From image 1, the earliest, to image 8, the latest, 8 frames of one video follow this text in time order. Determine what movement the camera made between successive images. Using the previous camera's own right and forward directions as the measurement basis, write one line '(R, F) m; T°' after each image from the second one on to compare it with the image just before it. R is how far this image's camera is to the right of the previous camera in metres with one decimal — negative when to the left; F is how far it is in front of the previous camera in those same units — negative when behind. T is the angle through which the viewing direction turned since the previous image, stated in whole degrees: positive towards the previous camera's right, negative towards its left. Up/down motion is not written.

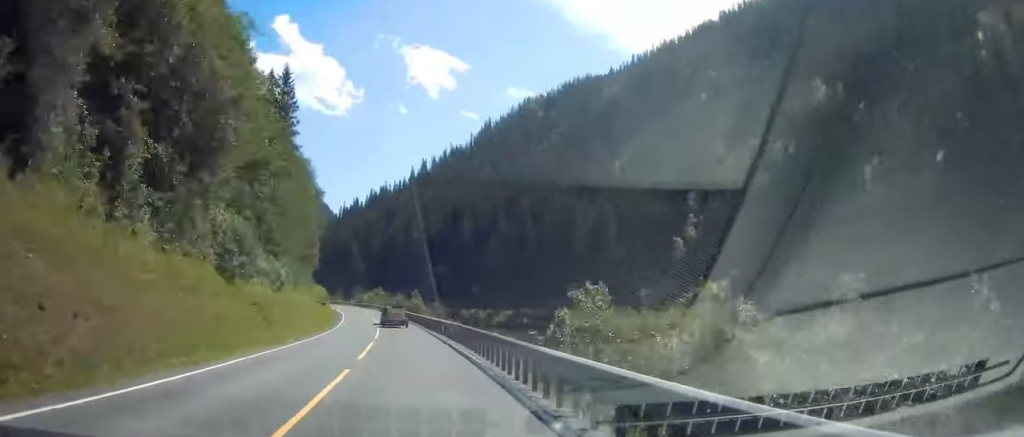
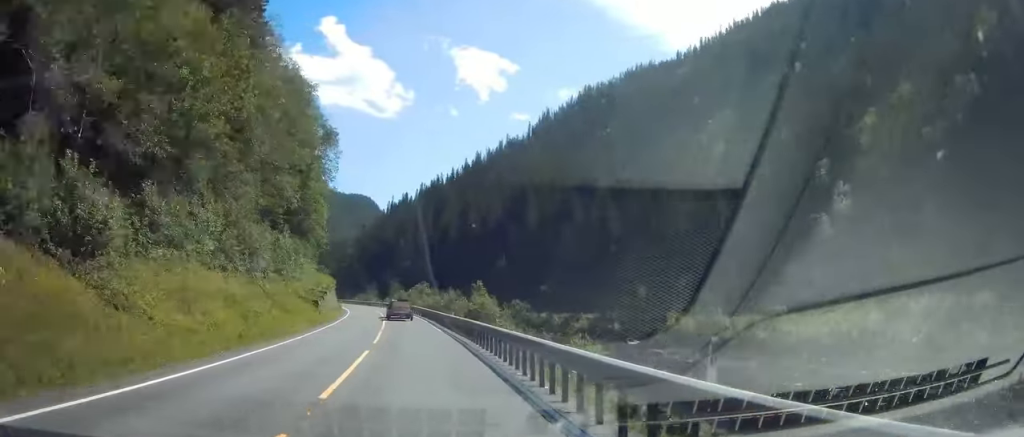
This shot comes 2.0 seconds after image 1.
(-1.2, +45.7) m; -2°
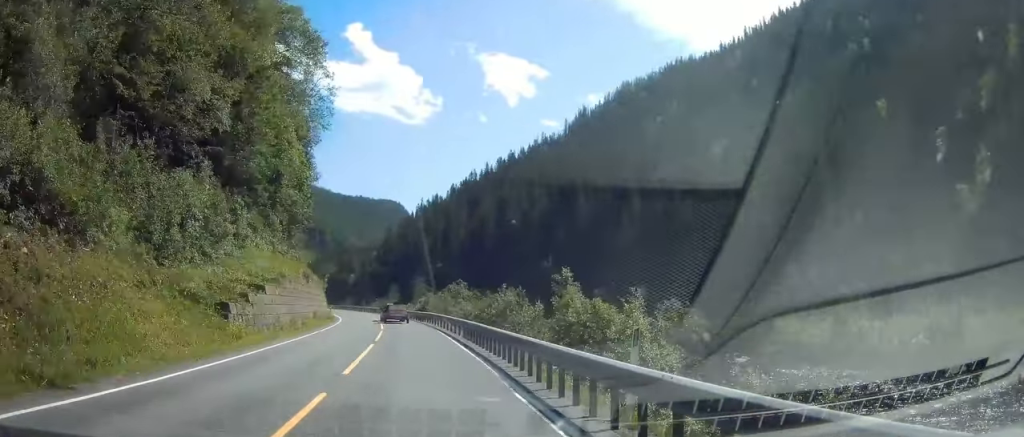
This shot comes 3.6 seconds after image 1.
(-0.2, +32.8) m; -2°
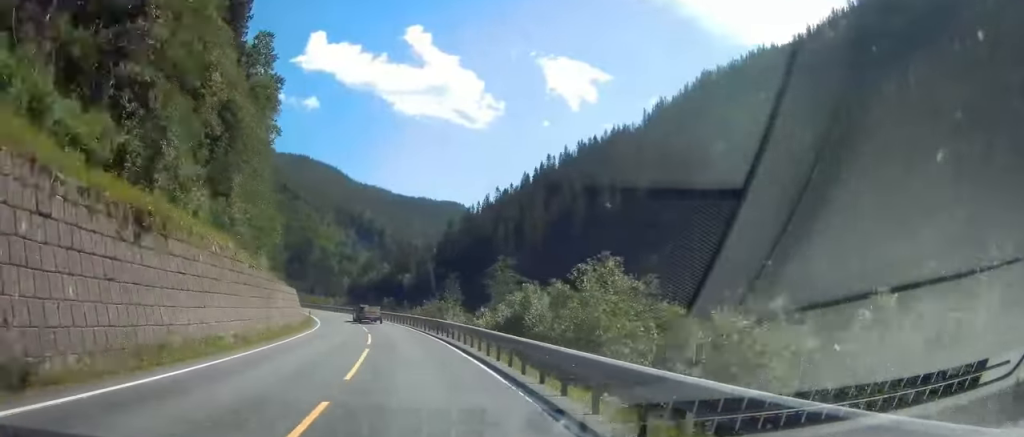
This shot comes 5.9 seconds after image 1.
(-2.6, +50.9) m; -7°
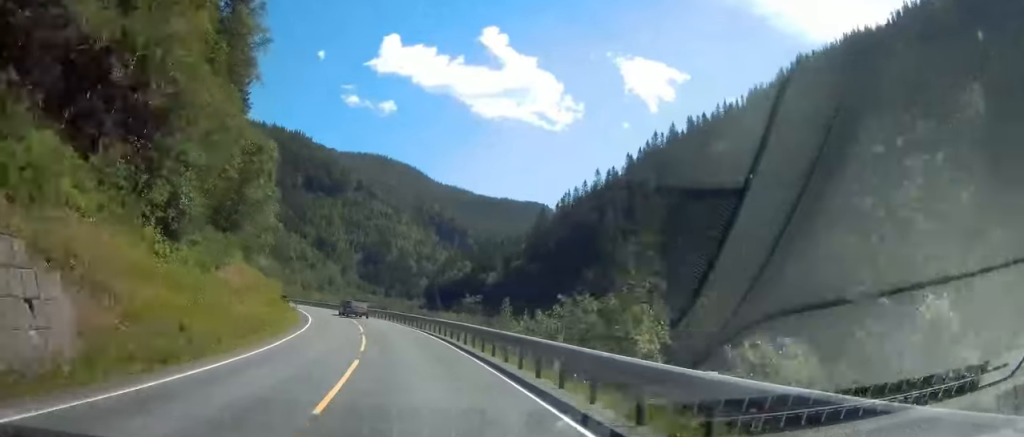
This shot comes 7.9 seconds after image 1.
(-2.1, +42.1) m; -6°
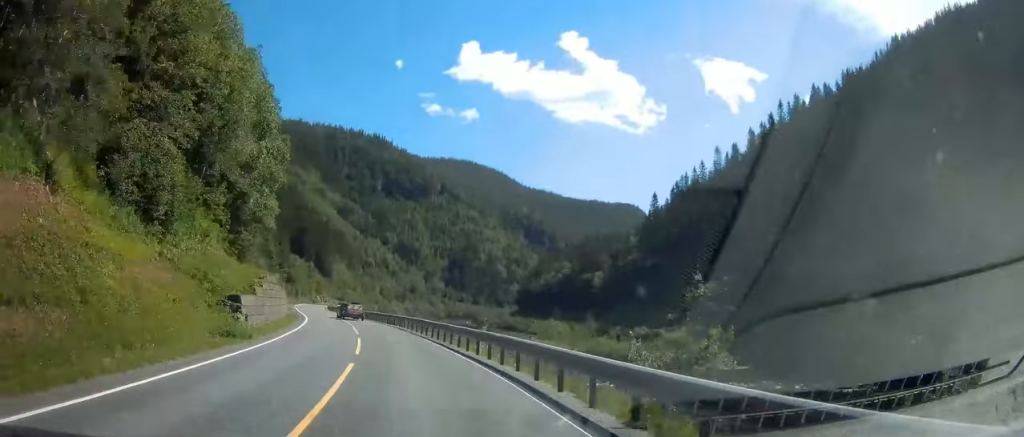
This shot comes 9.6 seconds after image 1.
(-1.8, +35.3) m; -6°
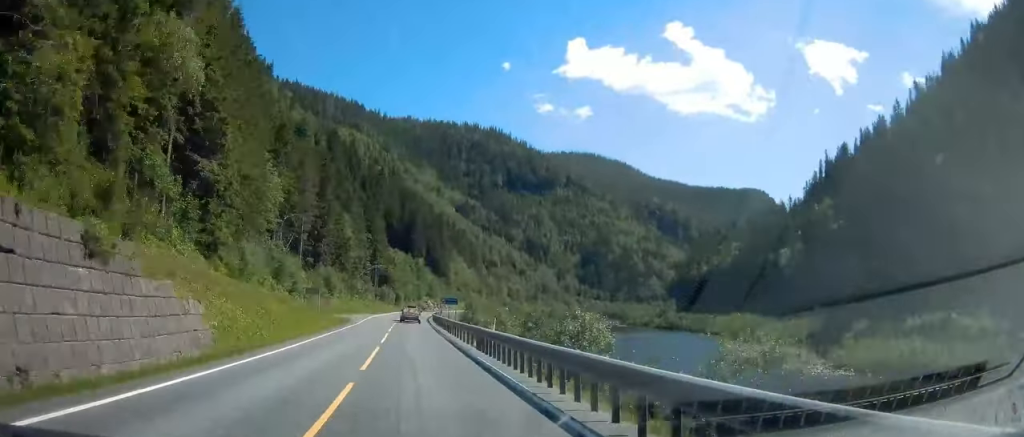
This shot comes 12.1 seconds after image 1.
(-4.1, +50.3) m; -9°
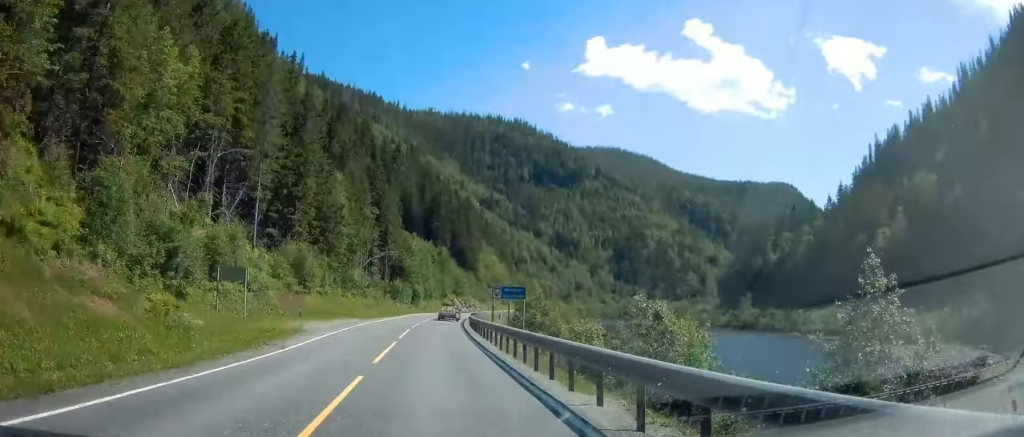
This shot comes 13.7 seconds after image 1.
(-1.8, +34.0) m; -3°
